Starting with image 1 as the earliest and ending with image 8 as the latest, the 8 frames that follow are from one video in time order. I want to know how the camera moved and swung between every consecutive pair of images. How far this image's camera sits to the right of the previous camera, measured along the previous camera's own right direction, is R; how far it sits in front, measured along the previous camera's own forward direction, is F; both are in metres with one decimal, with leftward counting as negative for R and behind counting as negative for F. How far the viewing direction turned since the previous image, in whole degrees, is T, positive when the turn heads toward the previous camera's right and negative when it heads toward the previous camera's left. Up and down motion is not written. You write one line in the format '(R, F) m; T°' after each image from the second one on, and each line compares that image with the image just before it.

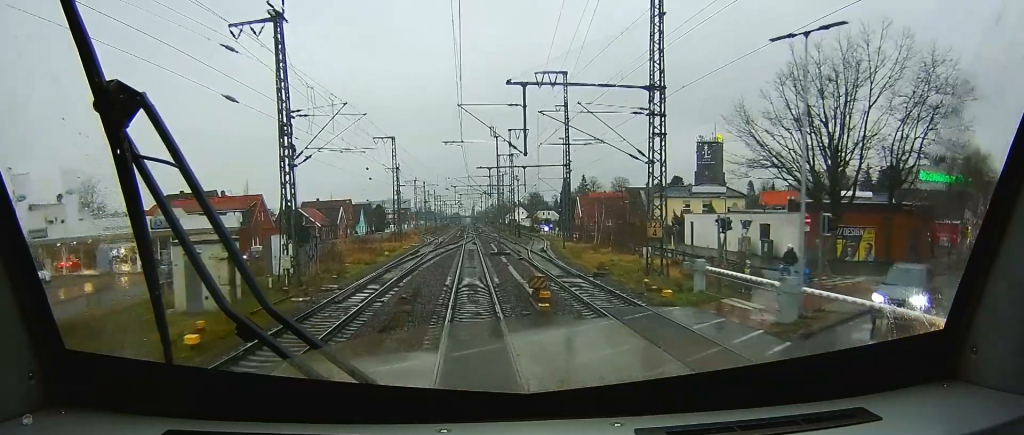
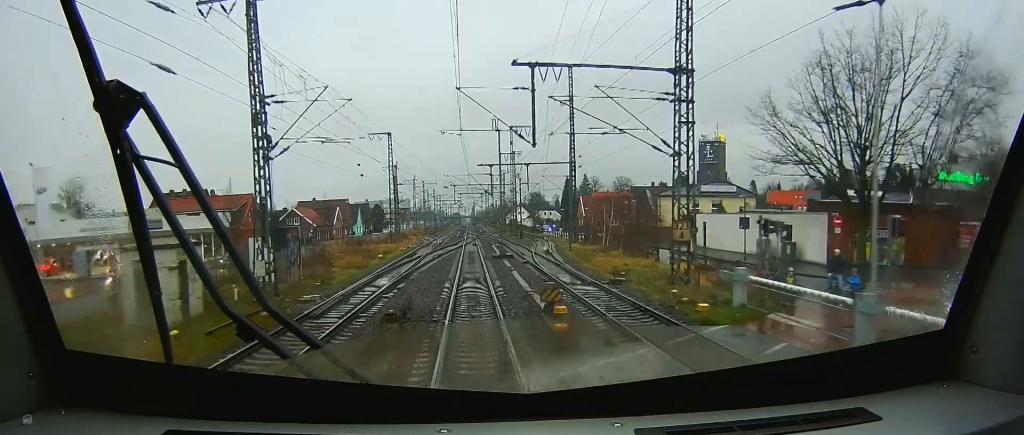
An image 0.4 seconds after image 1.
(0.0, +4.0) m; 0°
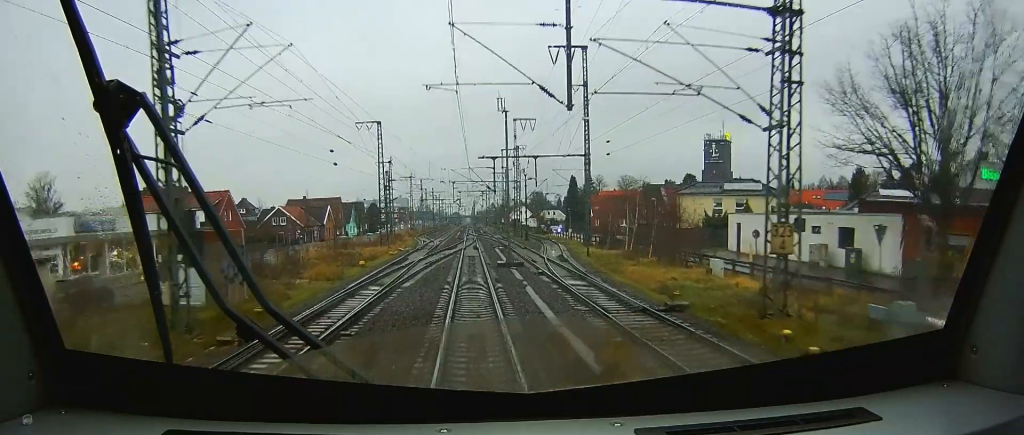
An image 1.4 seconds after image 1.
(0.0, +9.4) m; 0°
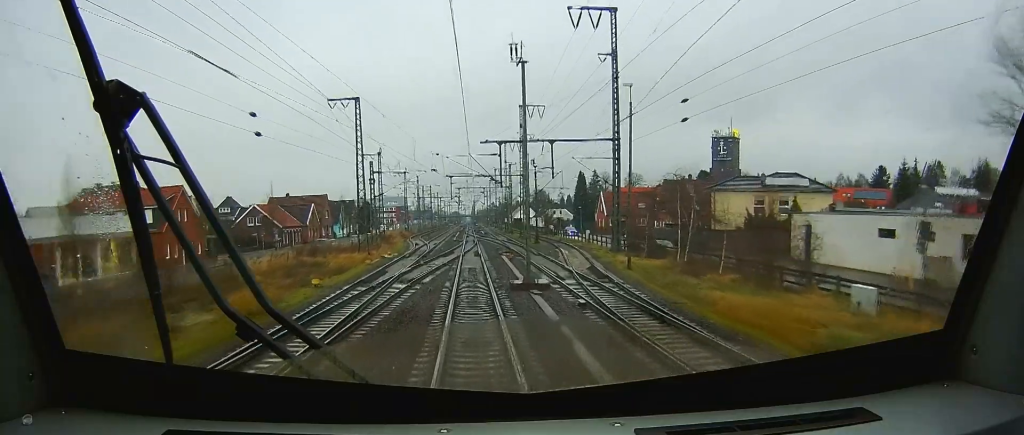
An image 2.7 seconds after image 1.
(0.0, +13.9) m; 0°
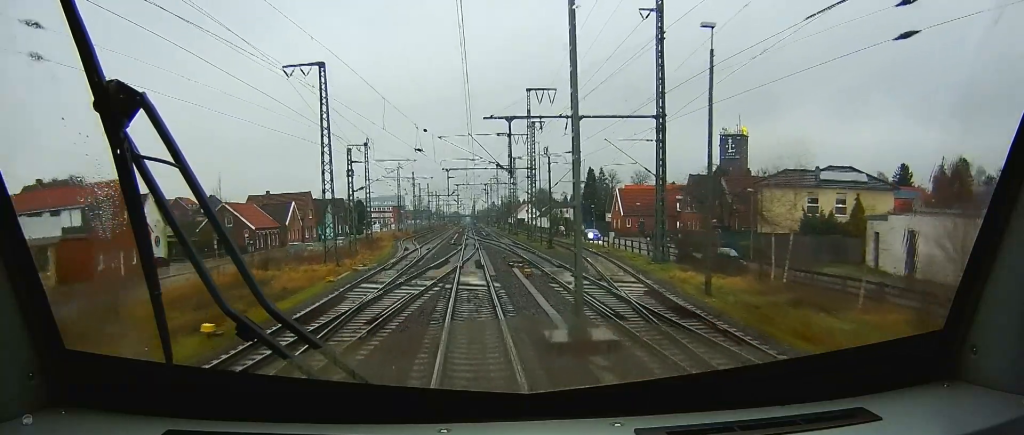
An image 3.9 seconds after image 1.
(+0.1, +13.1) m; +1°
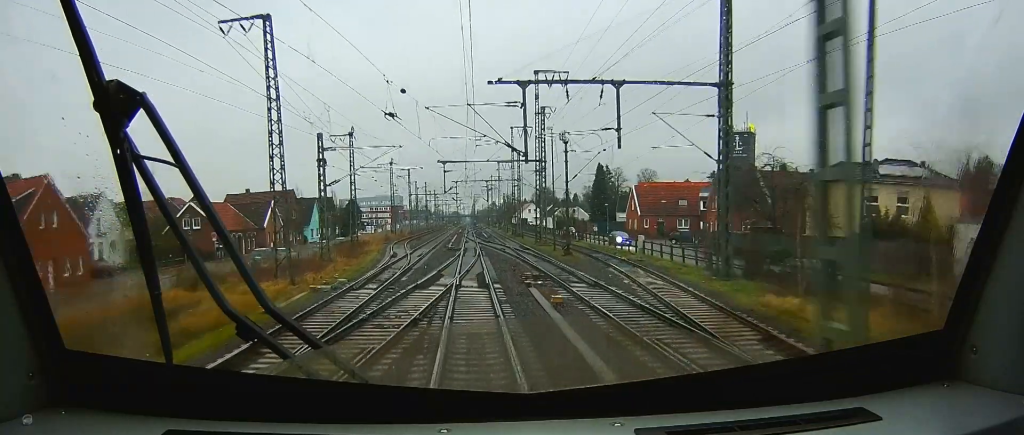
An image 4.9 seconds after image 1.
(0.0, +10.6) m; 0°
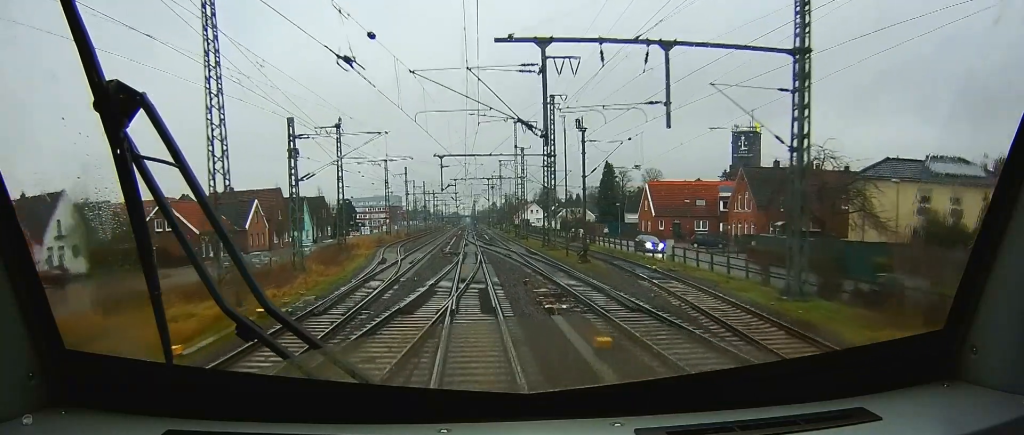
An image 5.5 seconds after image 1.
(0.0, +7.8) m; 0°
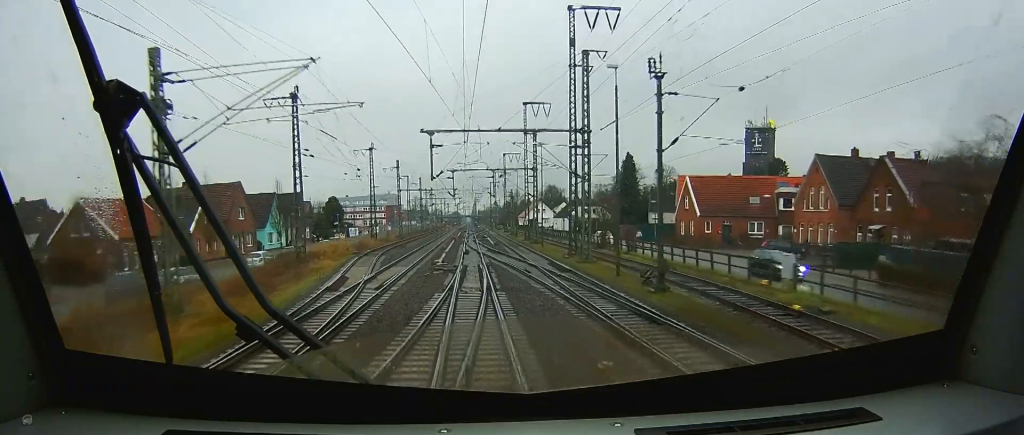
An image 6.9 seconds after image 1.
(+0.2, +17.4) m; +1°
